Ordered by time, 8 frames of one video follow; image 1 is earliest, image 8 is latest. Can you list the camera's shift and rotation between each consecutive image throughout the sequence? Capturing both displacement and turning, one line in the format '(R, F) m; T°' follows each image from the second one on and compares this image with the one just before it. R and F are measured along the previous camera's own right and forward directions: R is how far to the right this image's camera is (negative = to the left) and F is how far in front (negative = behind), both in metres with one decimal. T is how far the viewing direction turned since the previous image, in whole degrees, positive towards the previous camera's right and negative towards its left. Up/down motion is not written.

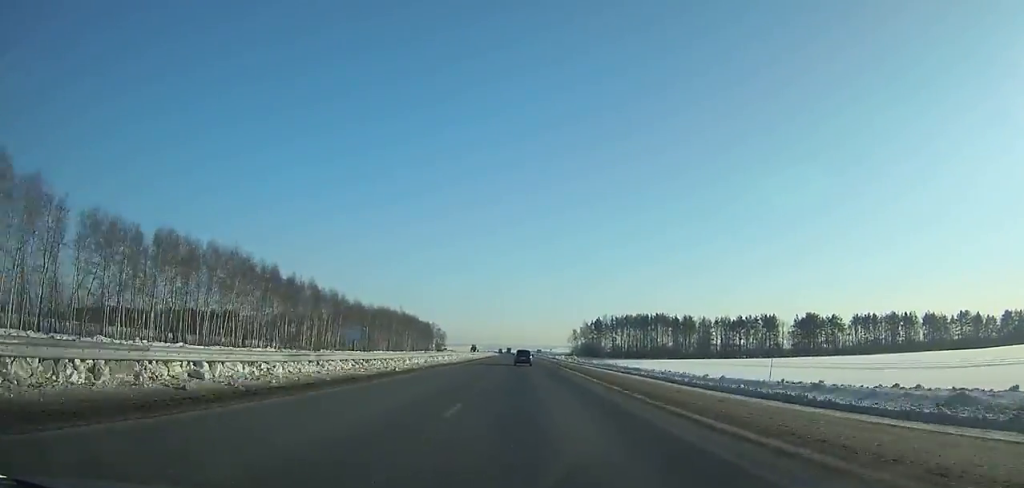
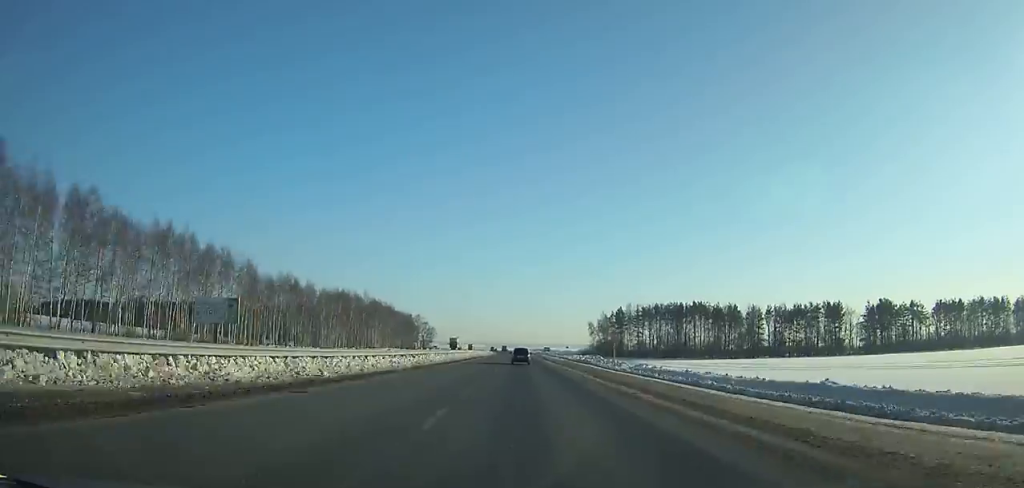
(0.0, +61.8) m; 0°
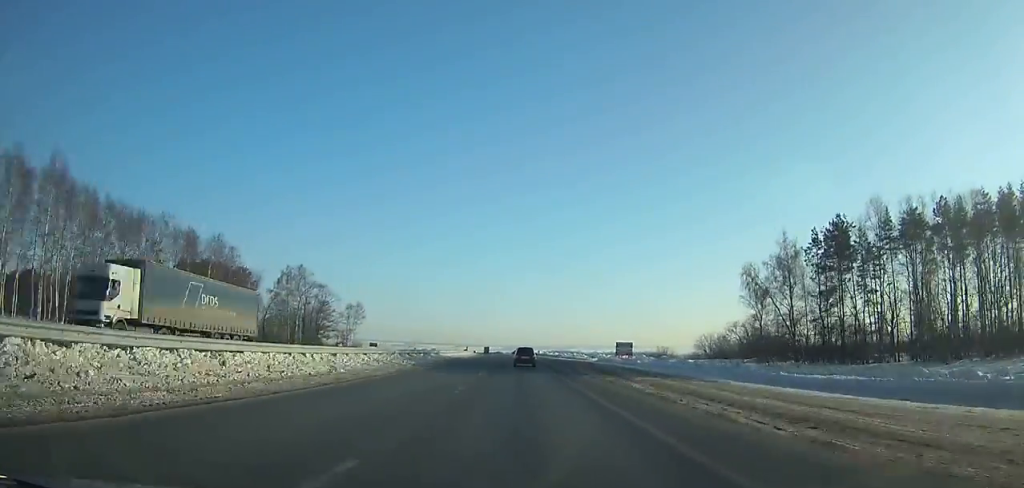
(-2.3, +171.4) m; -2°
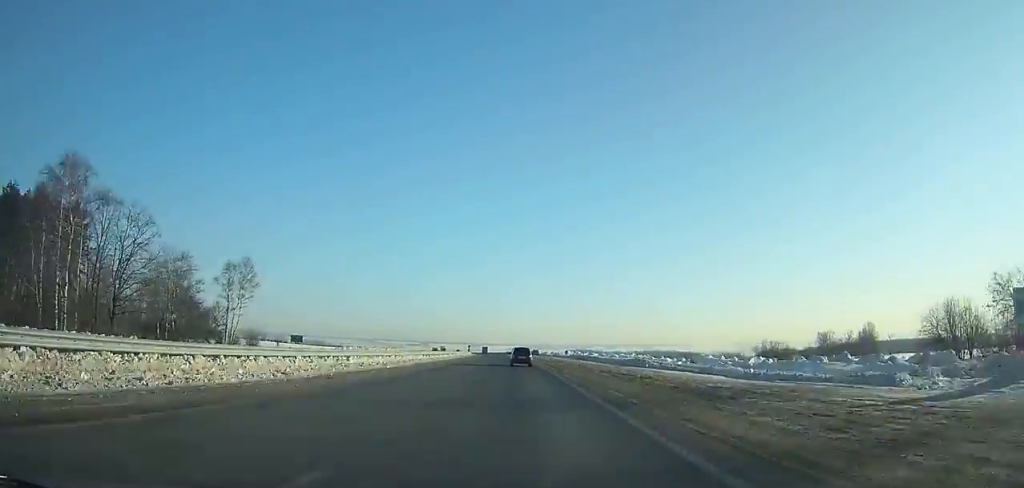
(-0.8, +72.9) m; -2°
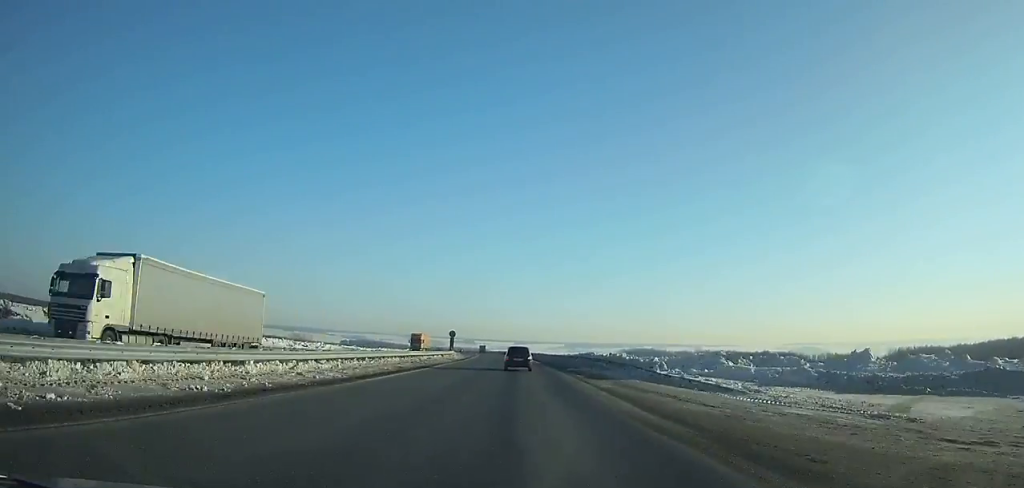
(-6.4, +155.2) m; -5°
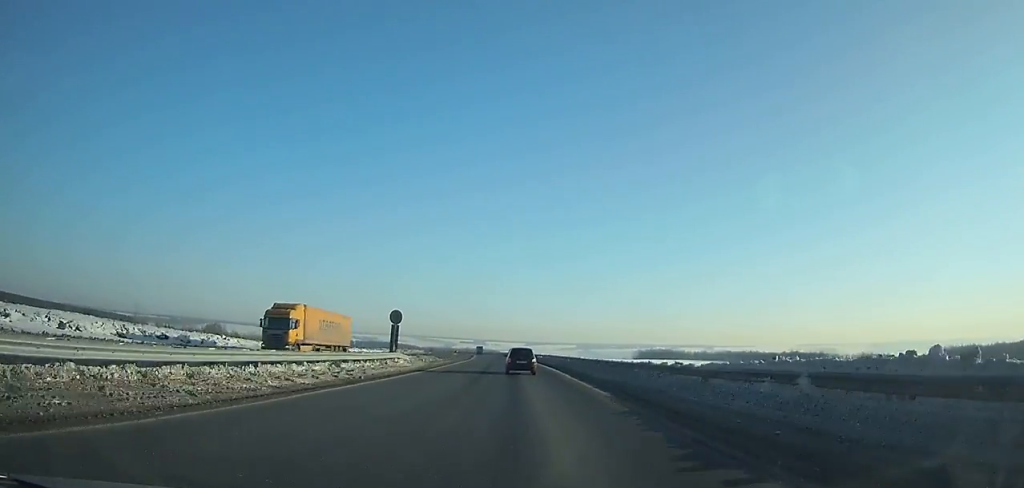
(-0.5, +40.5) m; -1°
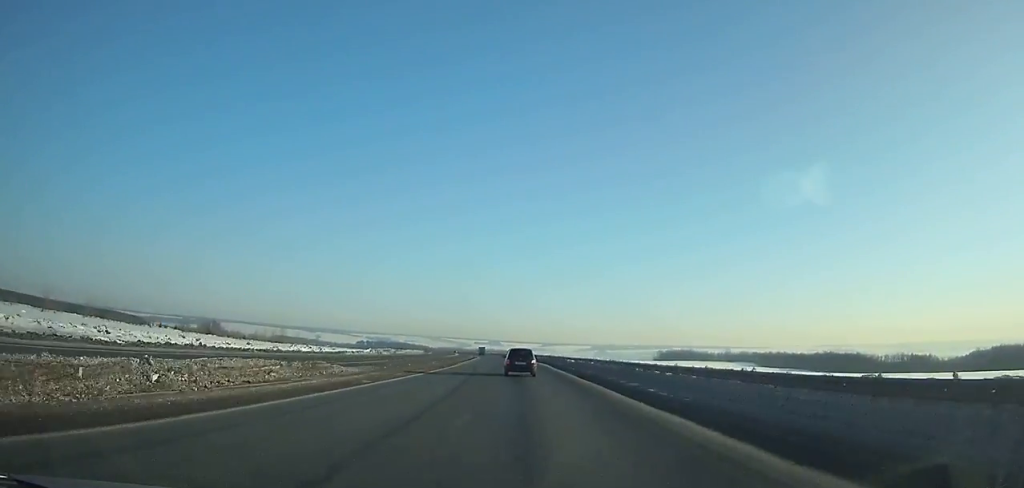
(-0.4, +38.0) m; -1°
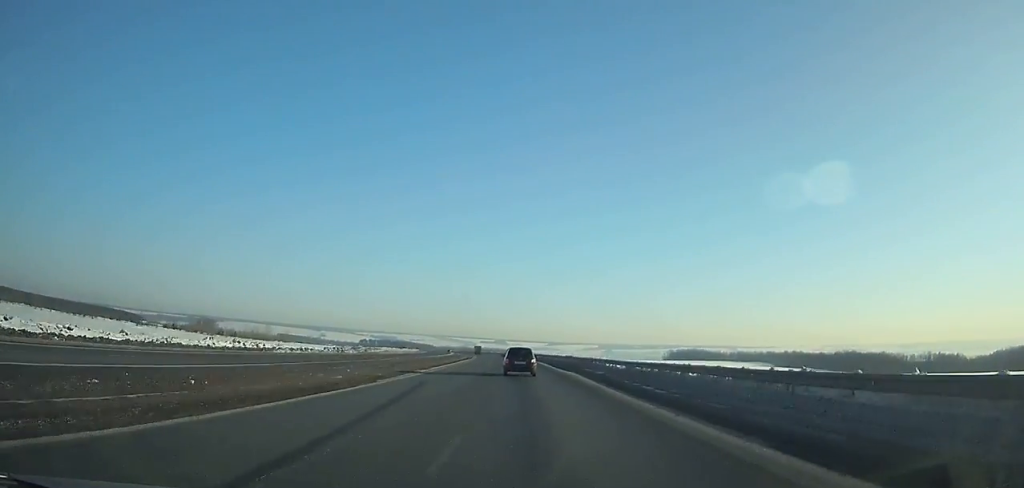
(-0.3, +27.0) m; -1°
